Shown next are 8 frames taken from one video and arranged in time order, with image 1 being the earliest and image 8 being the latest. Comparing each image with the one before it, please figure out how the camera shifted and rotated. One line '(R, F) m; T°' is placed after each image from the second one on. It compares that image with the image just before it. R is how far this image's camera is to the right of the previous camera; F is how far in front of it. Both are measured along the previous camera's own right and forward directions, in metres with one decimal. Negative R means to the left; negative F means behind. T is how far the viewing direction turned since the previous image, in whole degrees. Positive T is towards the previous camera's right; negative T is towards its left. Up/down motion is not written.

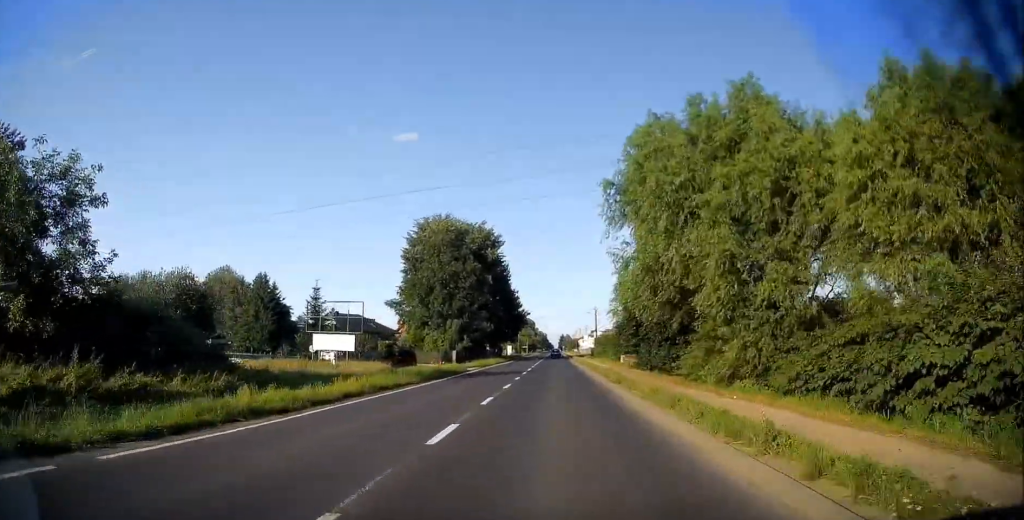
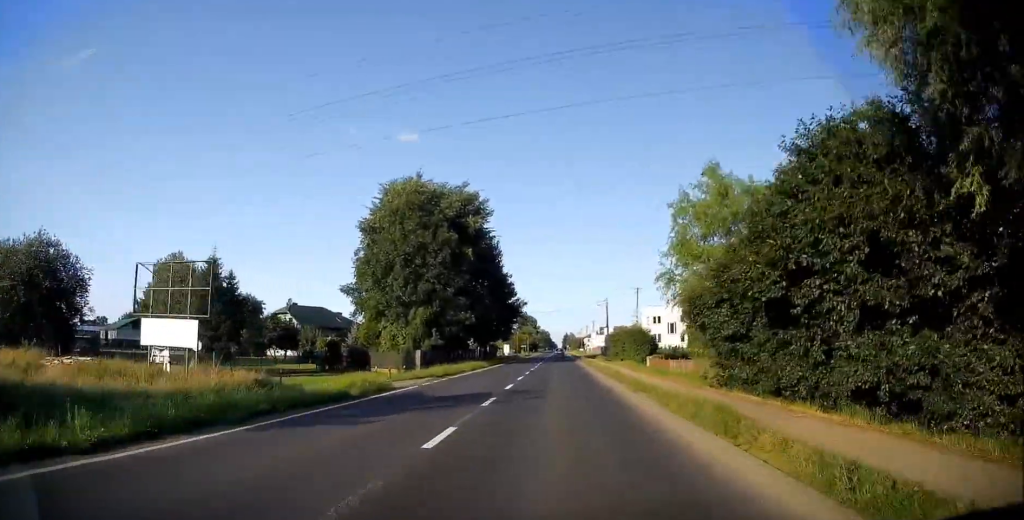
(+0.2, +18.6) m; +1°
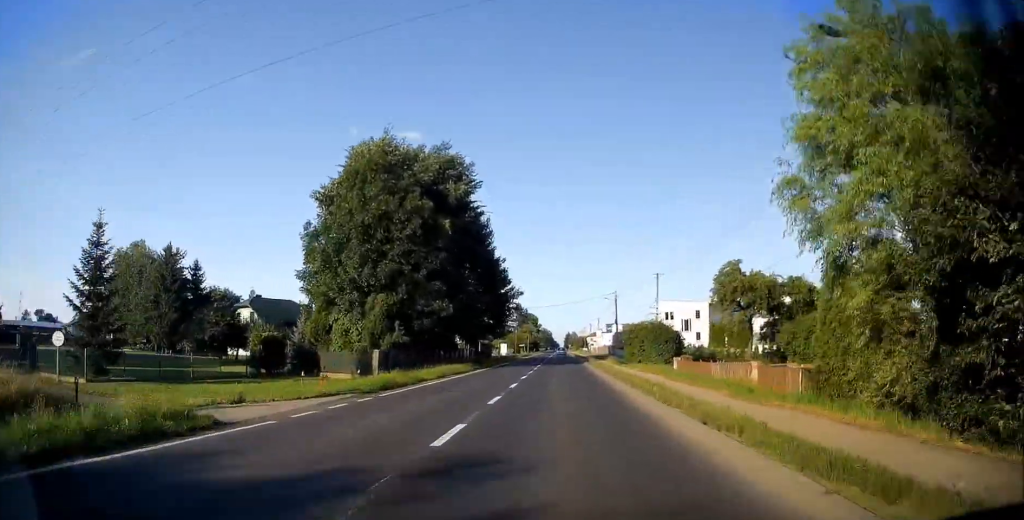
(+0.1, +11.7) m; 0°
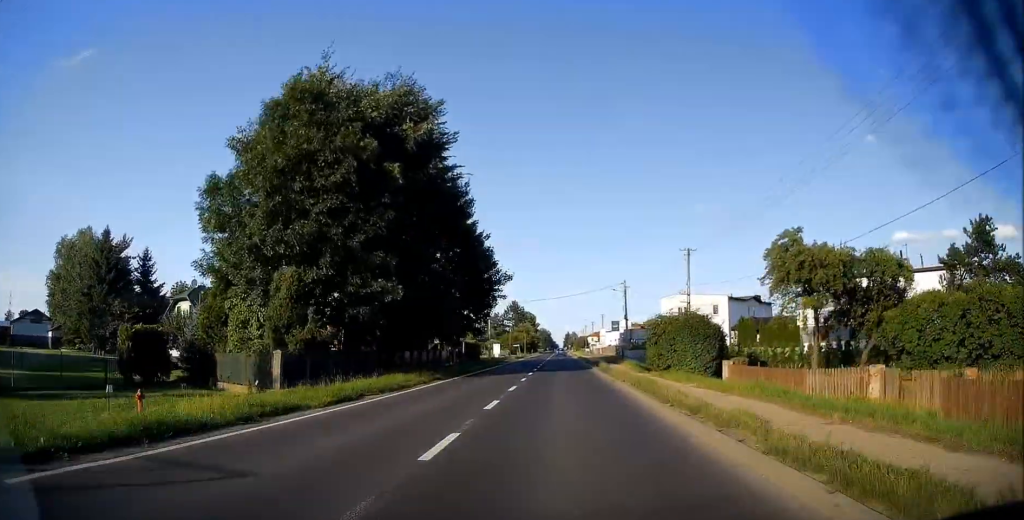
(0.0, +12.9) m; 0°
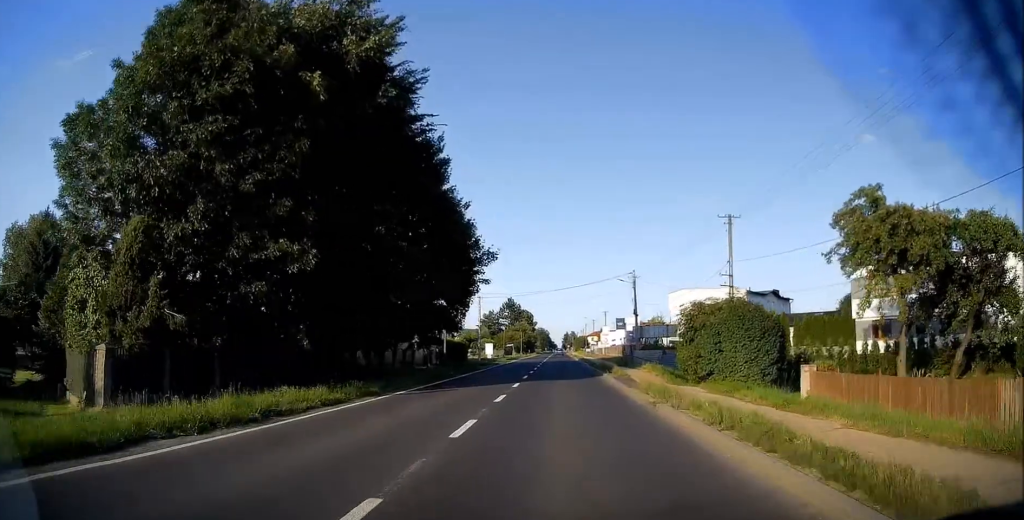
(0.0, +10.1) m; 0°
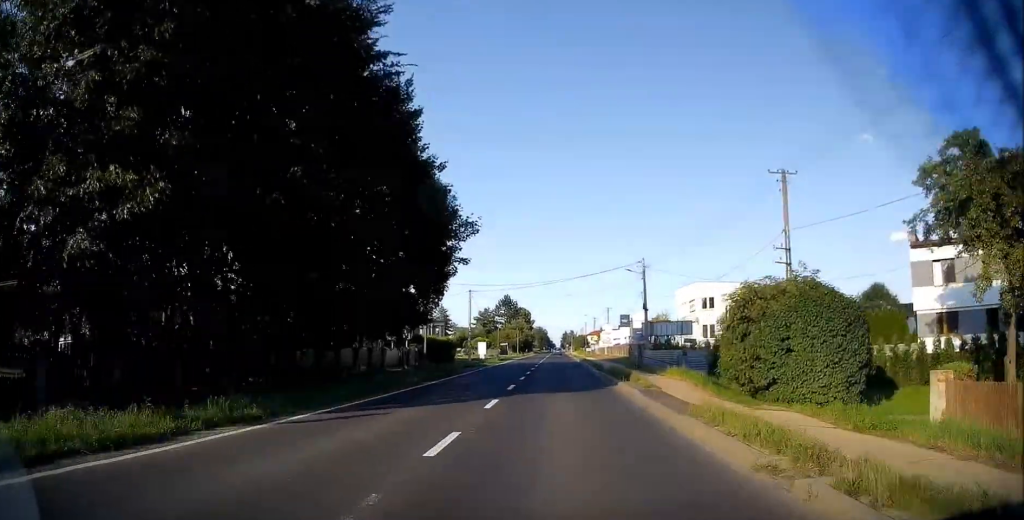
(0.0, +7.7) m; 0°
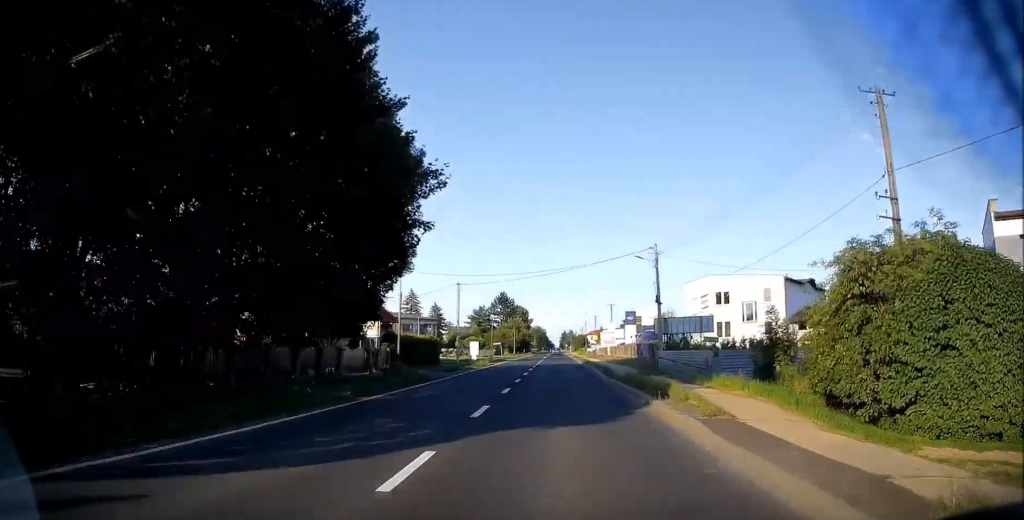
(0.0, +7.7) m; 0°
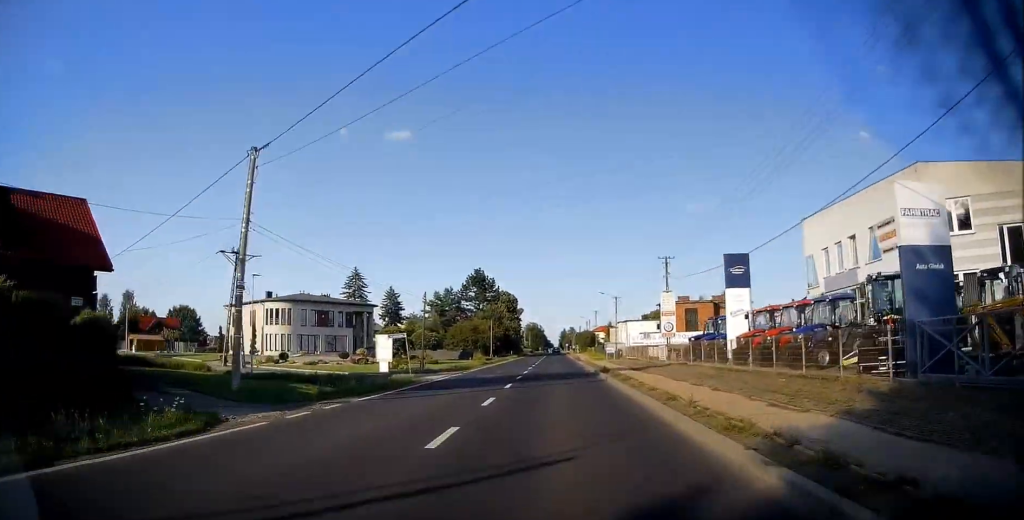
(-0.9, +45.8) m; -1°
